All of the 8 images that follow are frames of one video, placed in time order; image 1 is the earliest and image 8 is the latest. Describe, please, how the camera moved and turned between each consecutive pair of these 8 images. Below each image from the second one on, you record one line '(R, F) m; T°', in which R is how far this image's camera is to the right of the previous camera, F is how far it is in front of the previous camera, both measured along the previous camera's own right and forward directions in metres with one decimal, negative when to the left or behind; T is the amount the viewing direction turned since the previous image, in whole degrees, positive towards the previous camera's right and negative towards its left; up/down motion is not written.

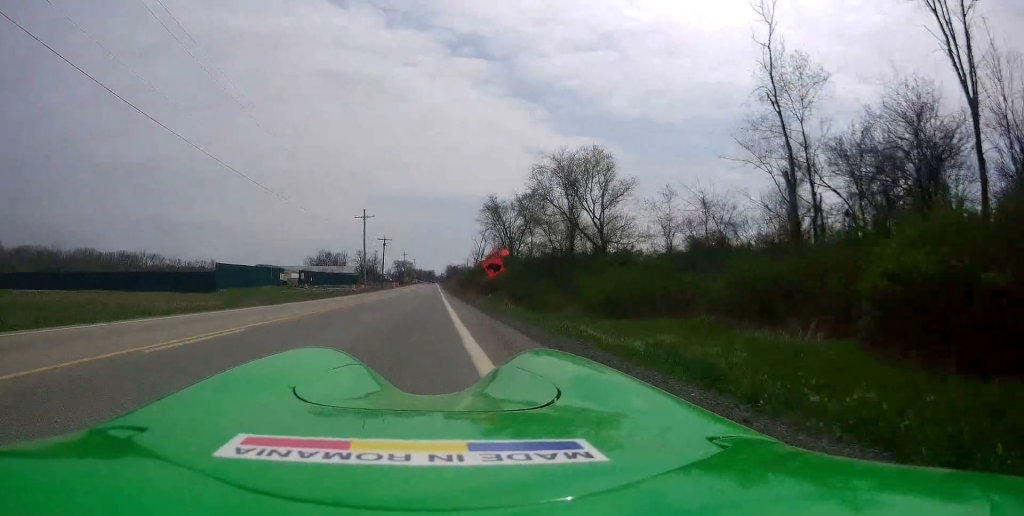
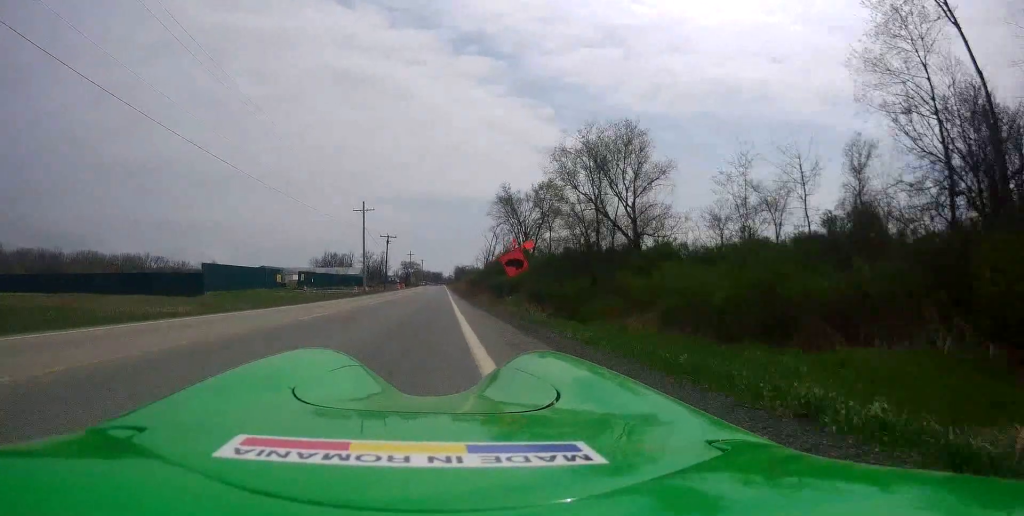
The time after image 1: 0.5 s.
(0.0, +7.5) m; 0°
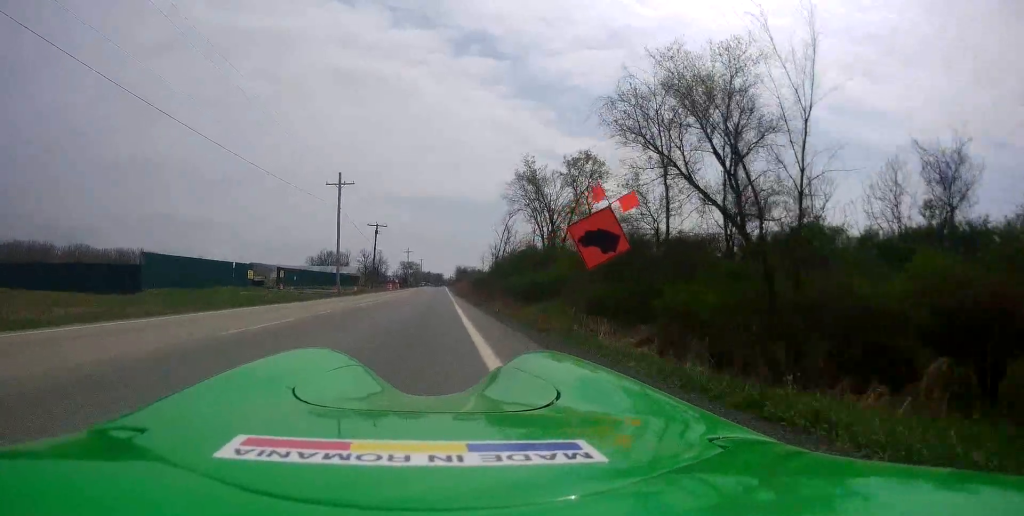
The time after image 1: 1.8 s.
(+0.2, +16.7) m; +2°
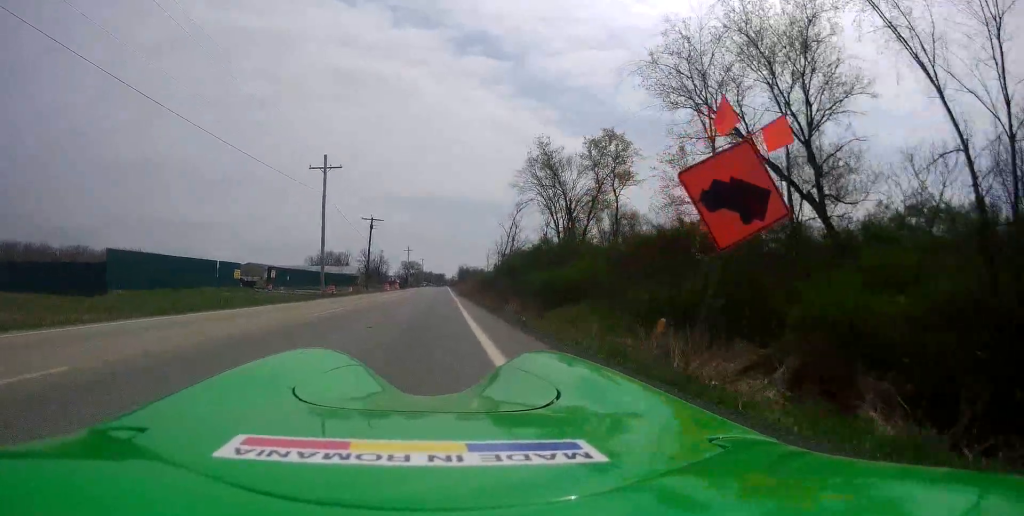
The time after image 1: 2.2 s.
(+0.2, +7.0) m; 0°
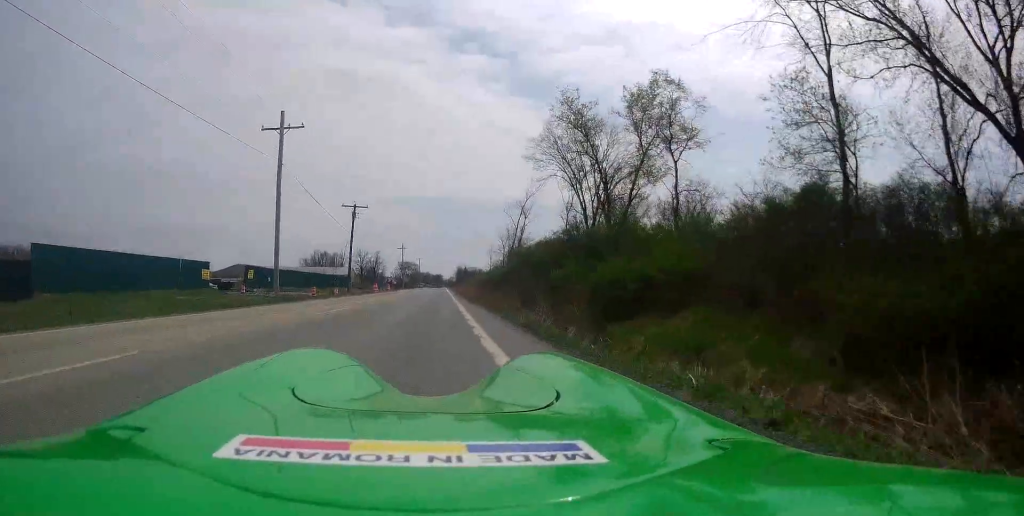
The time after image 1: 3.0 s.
(-0.1, +11.1) m; -2°
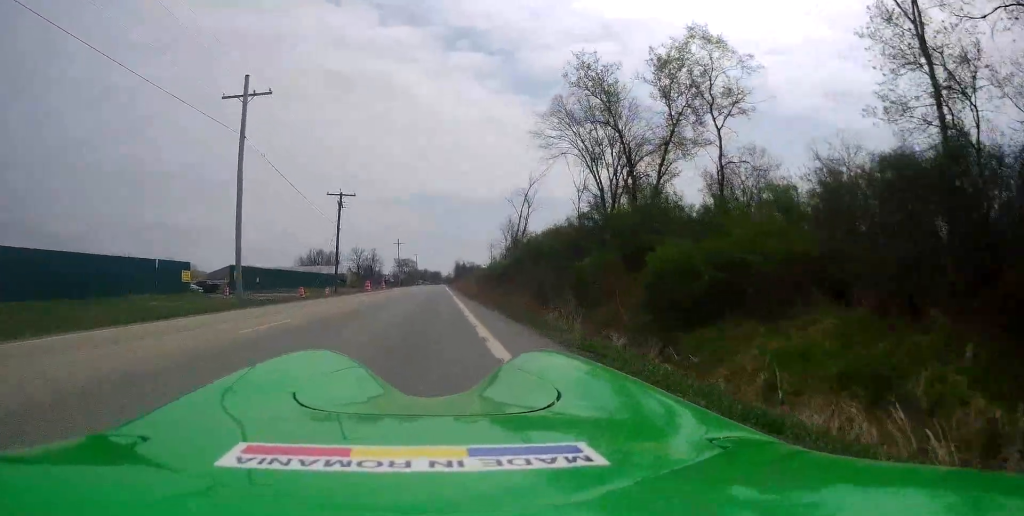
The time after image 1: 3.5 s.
(0.0, +5.8) m; -1°
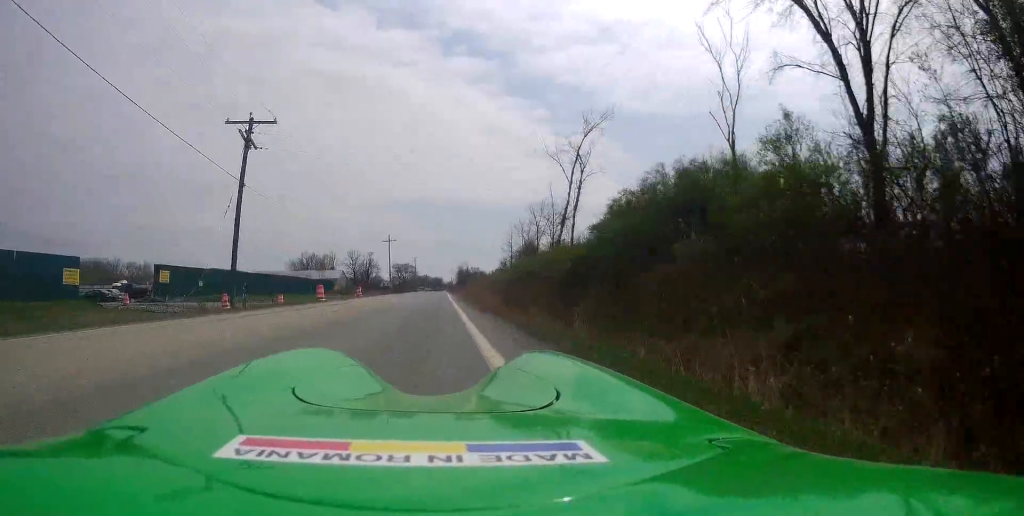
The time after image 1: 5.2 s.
(+0.3, +23.9) m; +3°
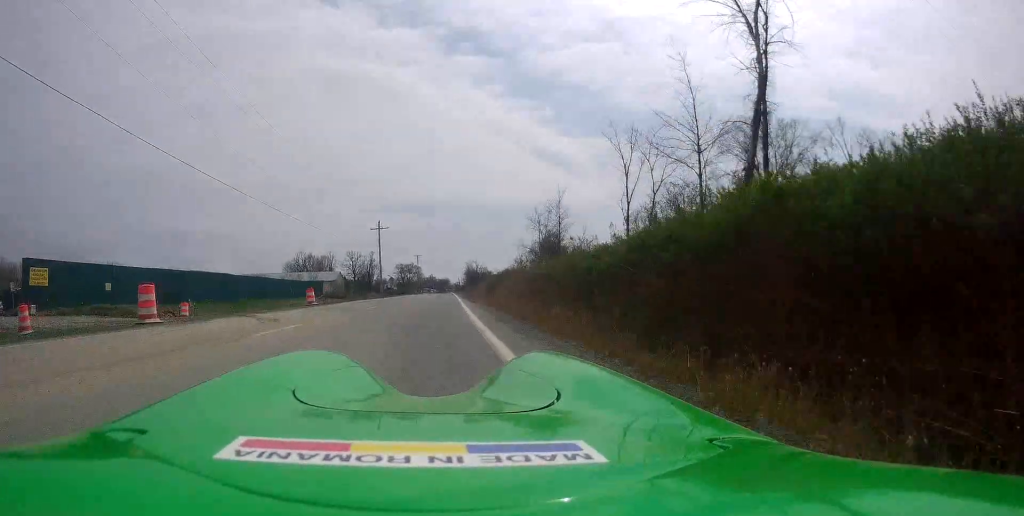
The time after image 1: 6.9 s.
(0.0, +23.6) m; -1°
